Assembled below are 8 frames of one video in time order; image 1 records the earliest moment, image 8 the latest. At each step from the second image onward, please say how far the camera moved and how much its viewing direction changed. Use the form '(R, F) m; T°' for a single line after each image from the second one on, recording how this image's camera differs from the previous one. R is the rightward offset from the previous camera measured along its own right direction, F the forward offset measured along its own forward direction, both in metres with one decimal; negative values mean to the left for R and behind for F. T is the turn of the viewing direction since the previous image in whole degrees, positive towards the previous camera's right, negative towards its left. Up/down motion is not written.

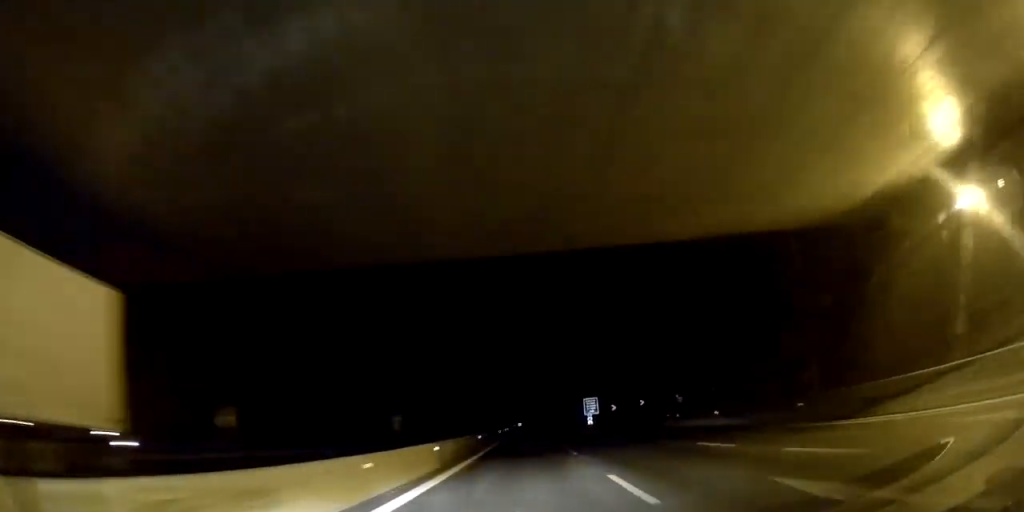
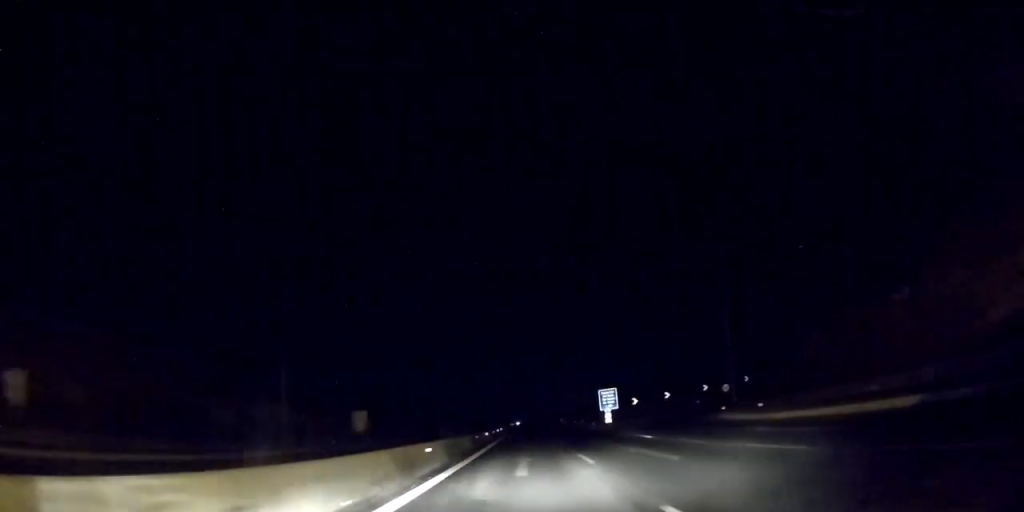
(0.0, +17.1) m; 0°
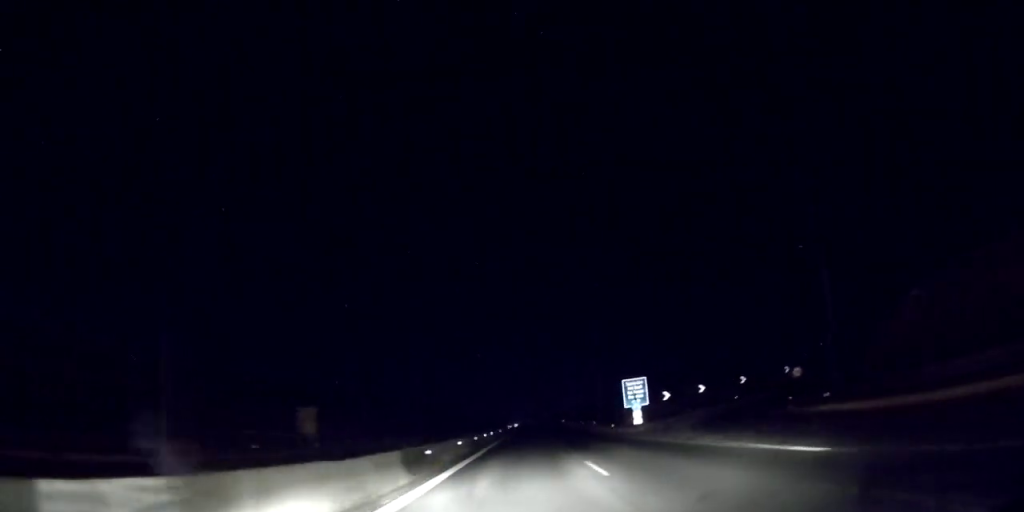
(0.0, +15.4) m; 0°
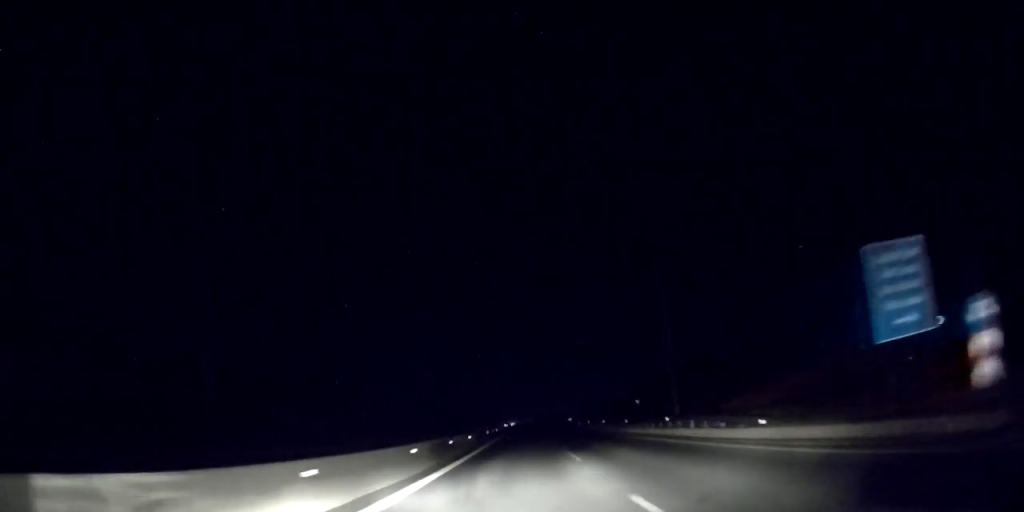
(+0.3, +32.8) m; 0°
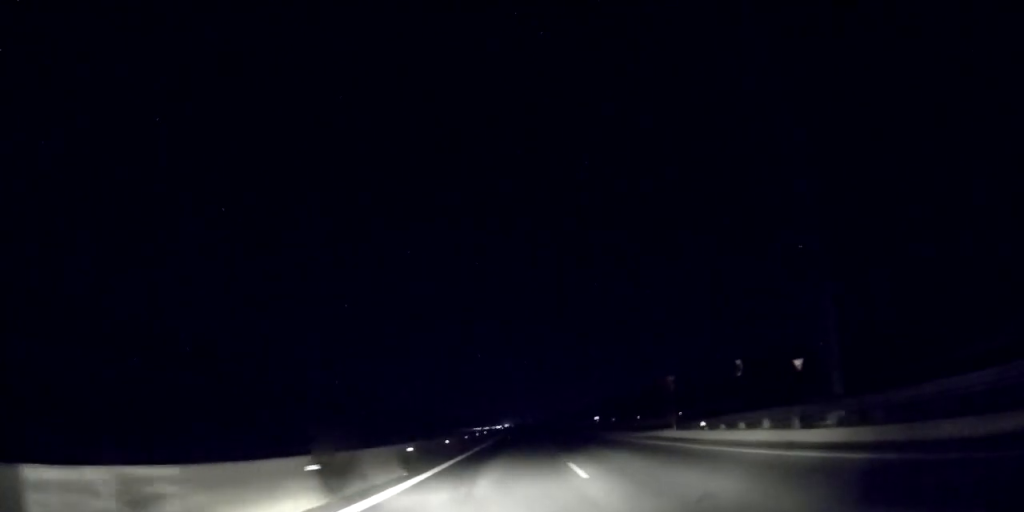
(0.0, +54.7) m; 0°
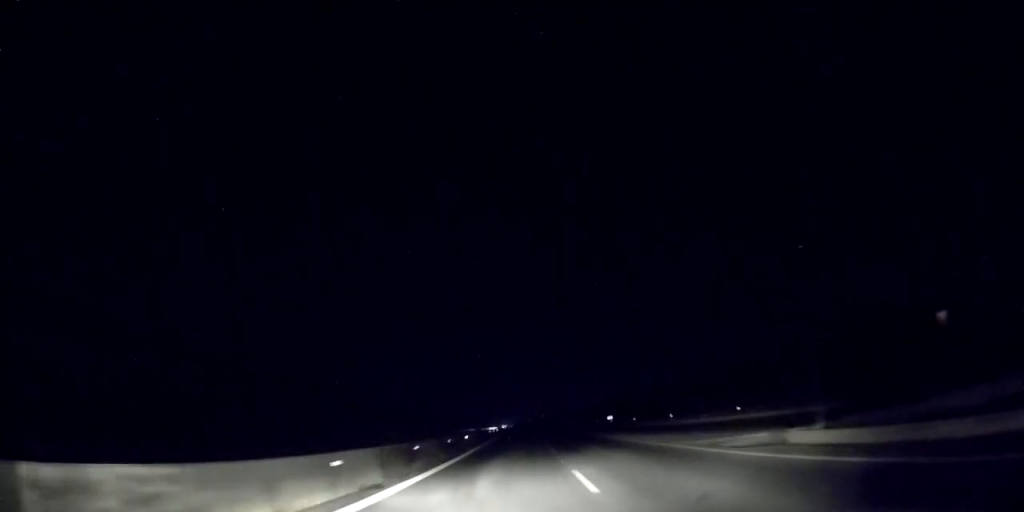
(+0.1, +15.2) m; 0°
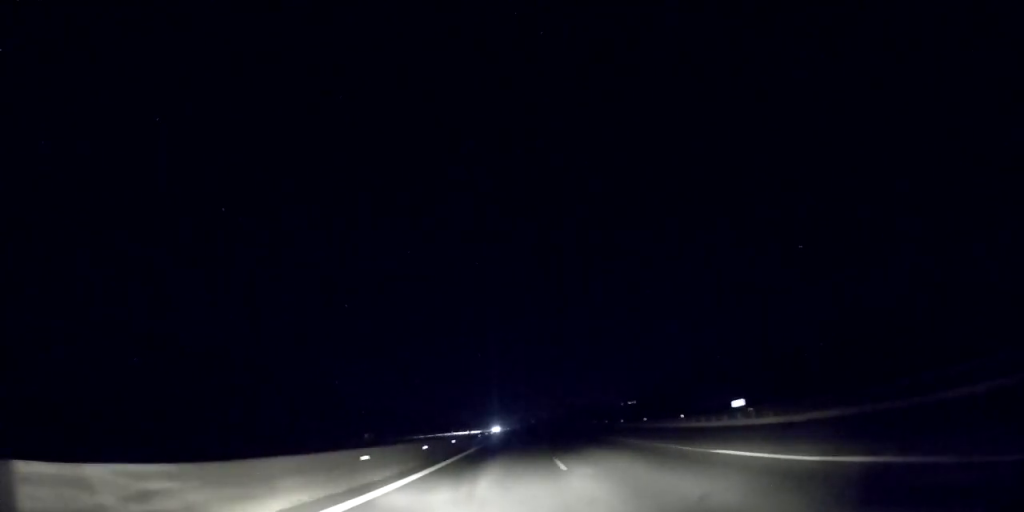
(-0.7, +45.2) m; -1°
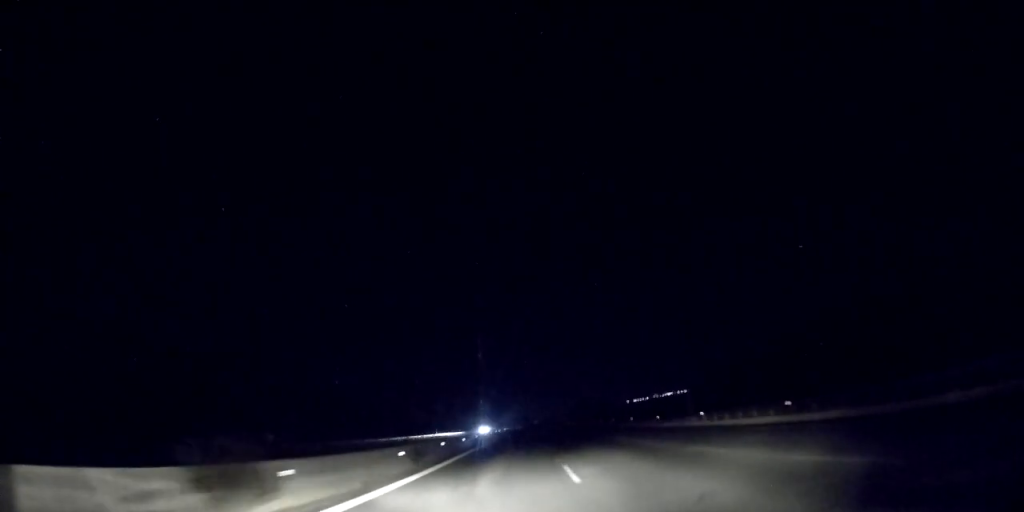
(0.0, +28.5) m; 0°
